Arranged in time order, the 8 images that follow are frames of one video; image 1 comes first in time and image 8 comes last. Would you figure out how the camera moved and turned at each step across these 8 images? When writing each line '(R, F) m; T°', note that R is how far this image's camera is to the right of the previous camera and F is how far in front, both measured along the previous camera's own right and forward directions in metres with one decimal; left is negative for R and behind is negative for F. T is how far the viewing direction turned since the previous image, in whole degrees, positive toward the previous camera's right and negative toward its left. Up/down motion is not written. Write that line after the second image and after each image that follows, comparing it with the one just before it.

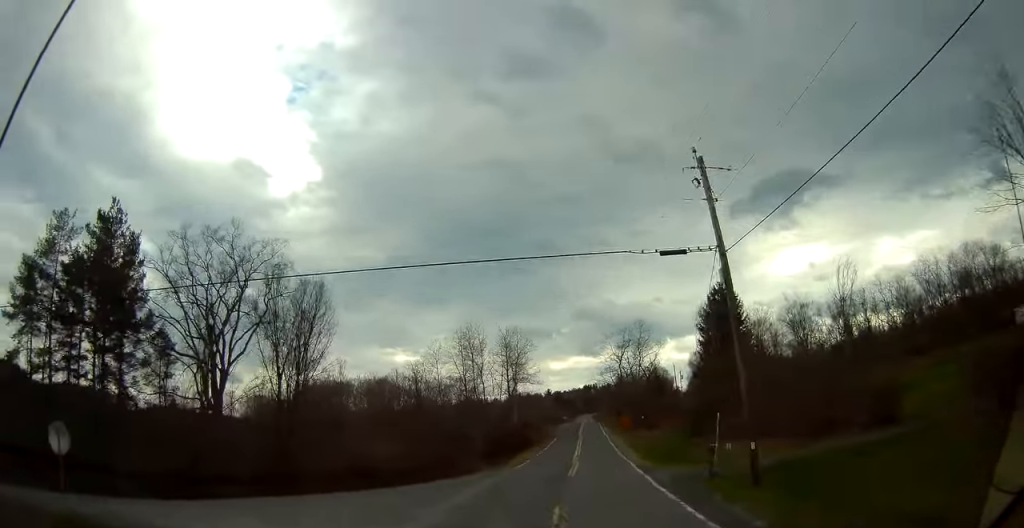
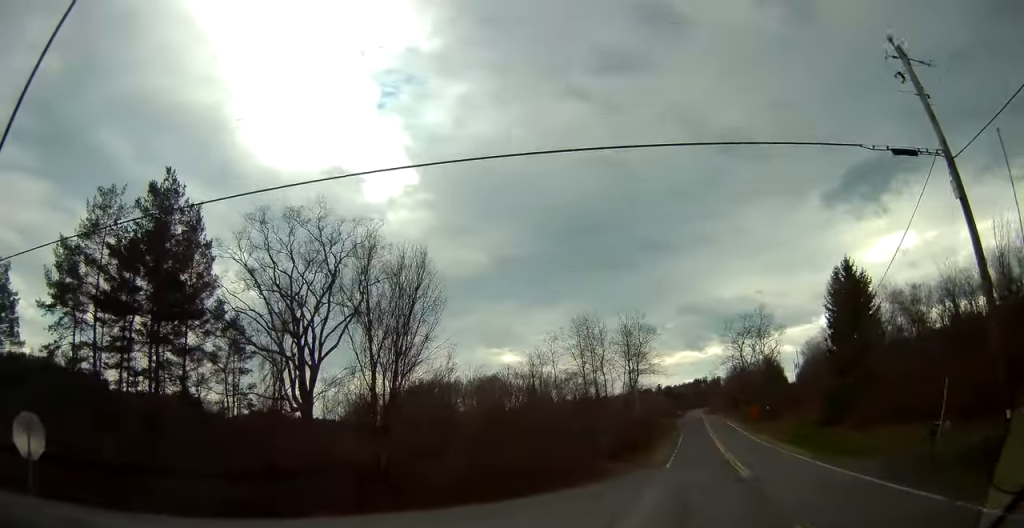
(-0.2, +6.2) m; -12°
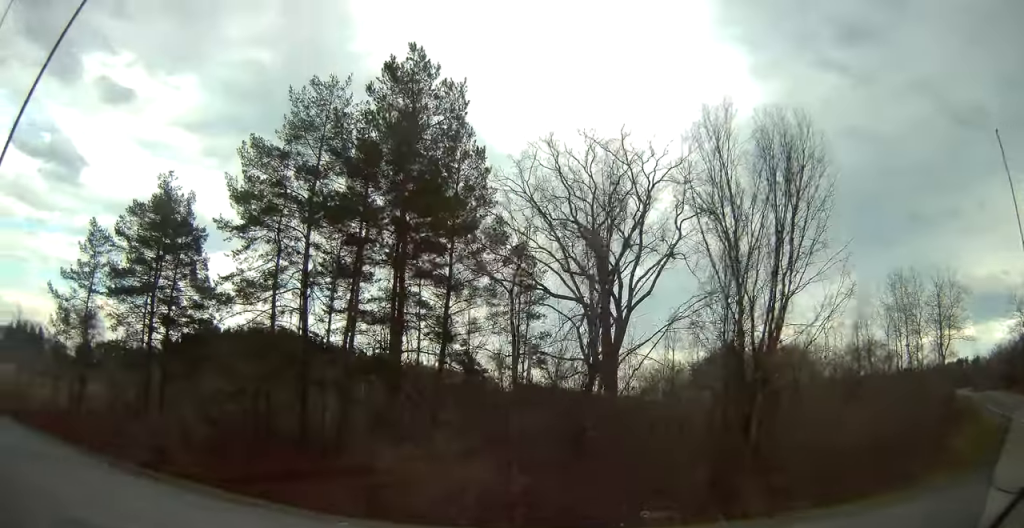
(-3.0, +9.0) m; -38°
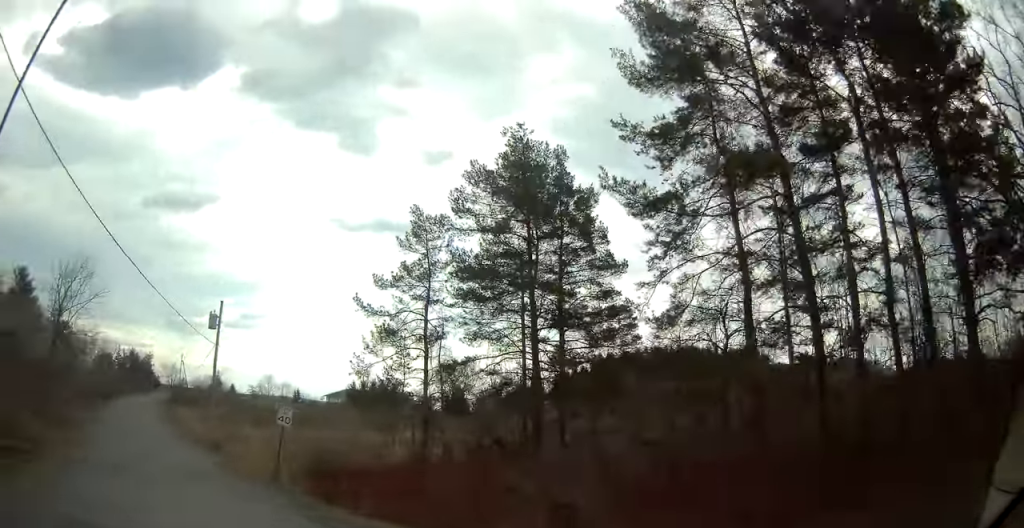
(-2.9, +10.0) m; -34°
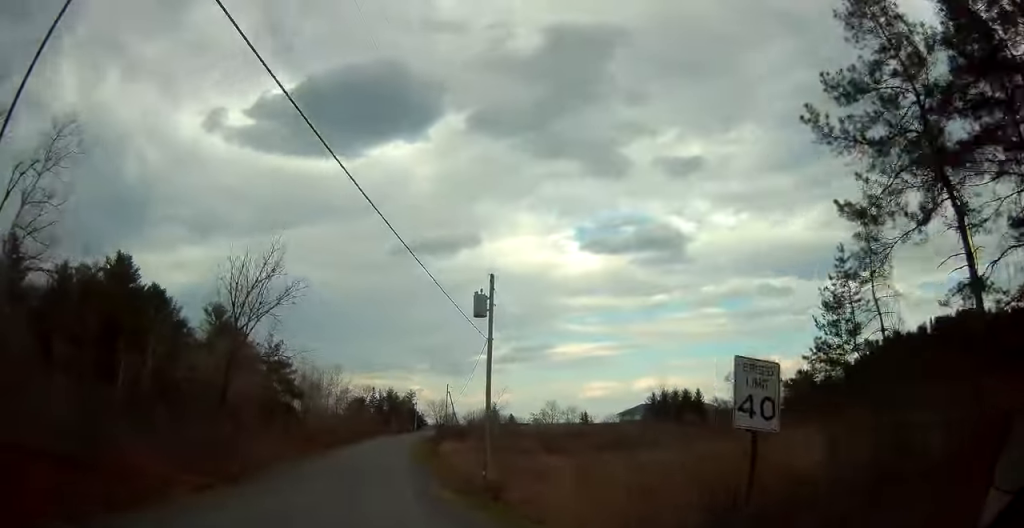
(-4.6, +14.8) m; -22°
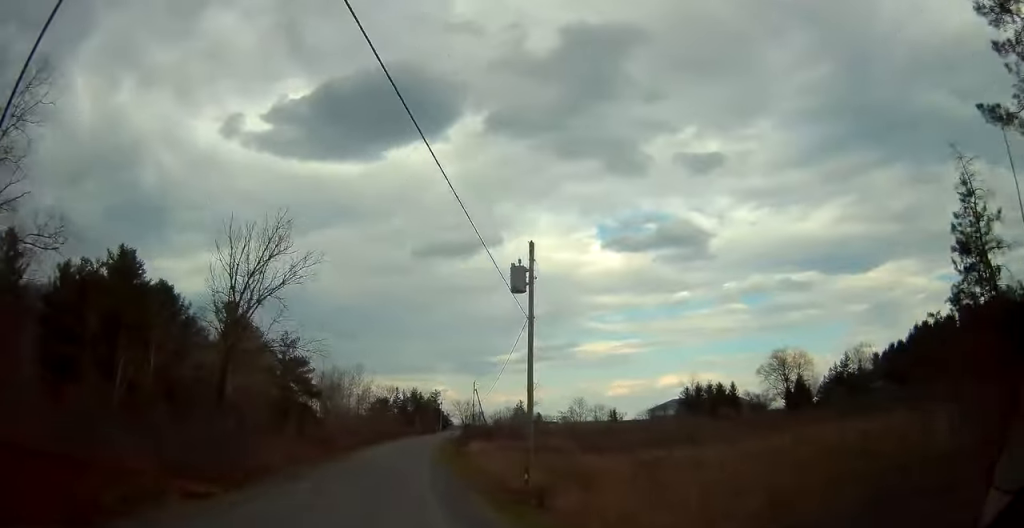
(-0.2, +4.5) m; -2°
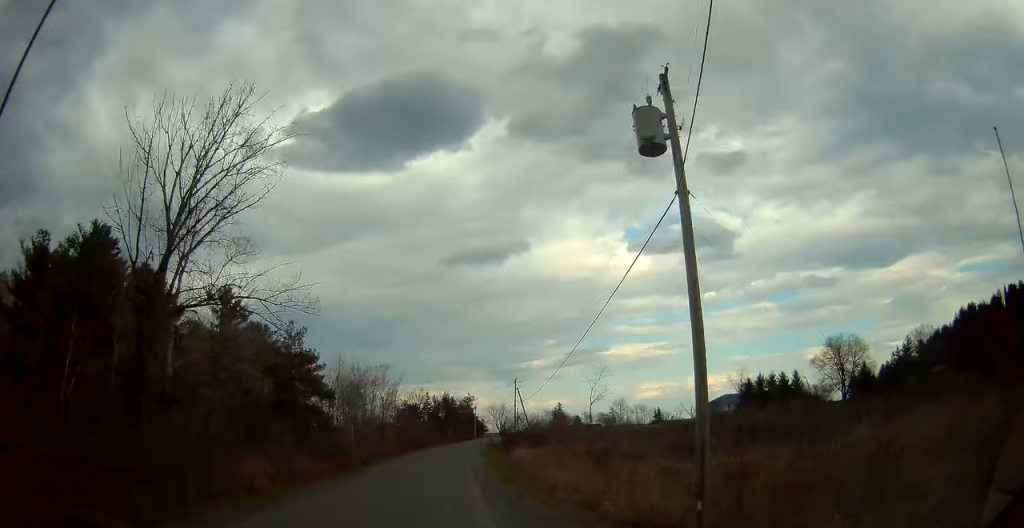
(+0.2, +12.9) m; -2°
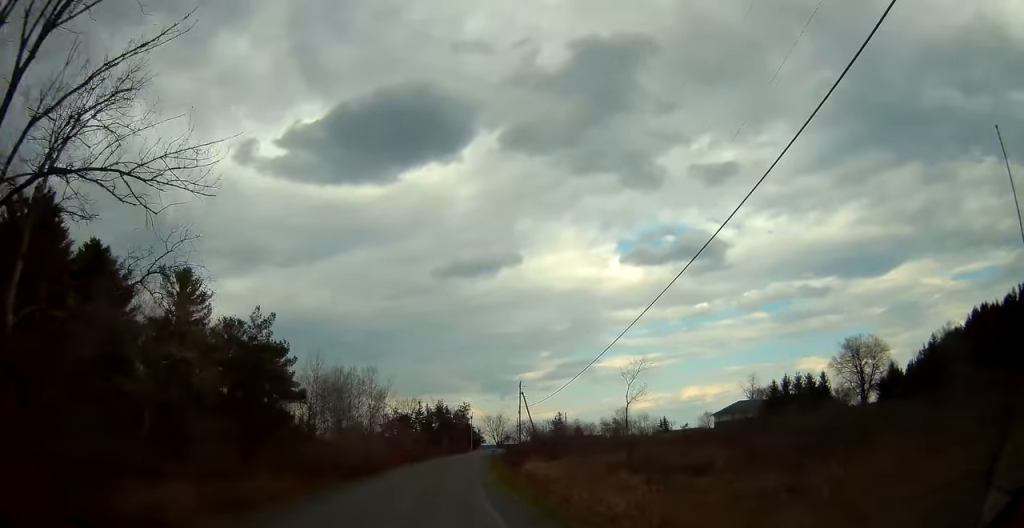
(-0.5, +10.8) m; -2°
